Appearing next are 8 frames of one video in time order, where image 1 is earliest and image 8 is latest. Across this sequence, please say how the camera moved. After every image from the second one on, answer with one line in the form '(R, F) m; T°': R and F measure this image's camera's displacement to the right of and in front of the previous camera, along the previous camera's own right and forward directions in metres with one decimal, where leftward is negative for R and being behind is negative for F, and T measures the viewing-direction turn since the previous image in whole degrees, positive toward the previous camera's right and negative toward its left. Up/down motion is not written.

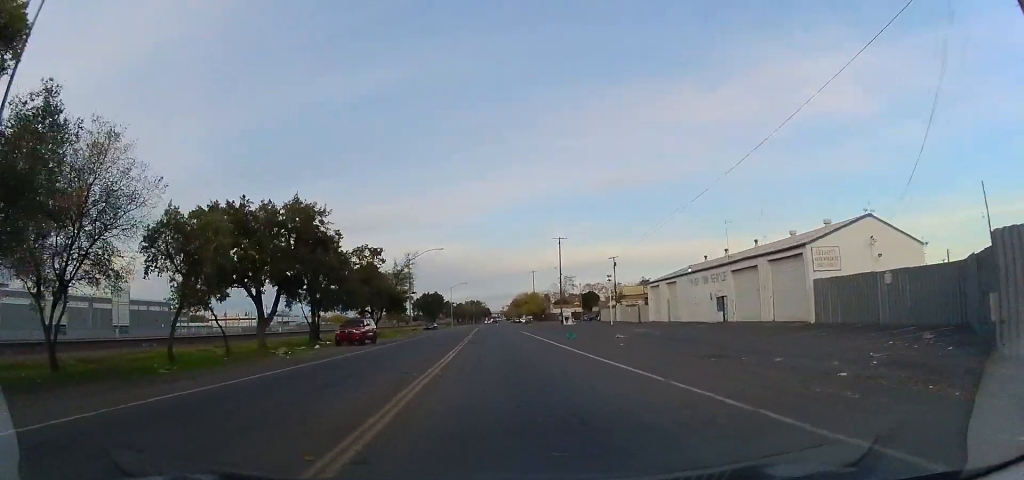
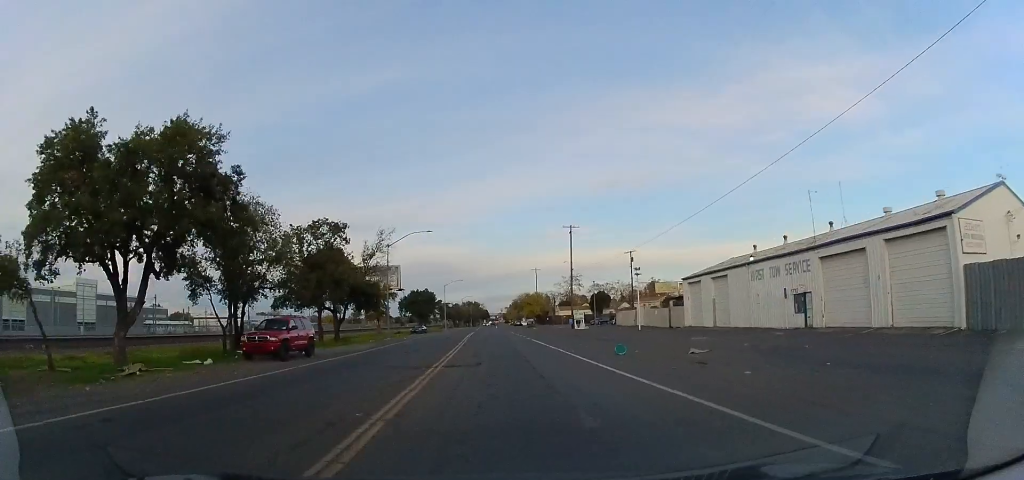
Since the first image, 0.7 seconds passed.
(-0.1, +13.2) m; +3°
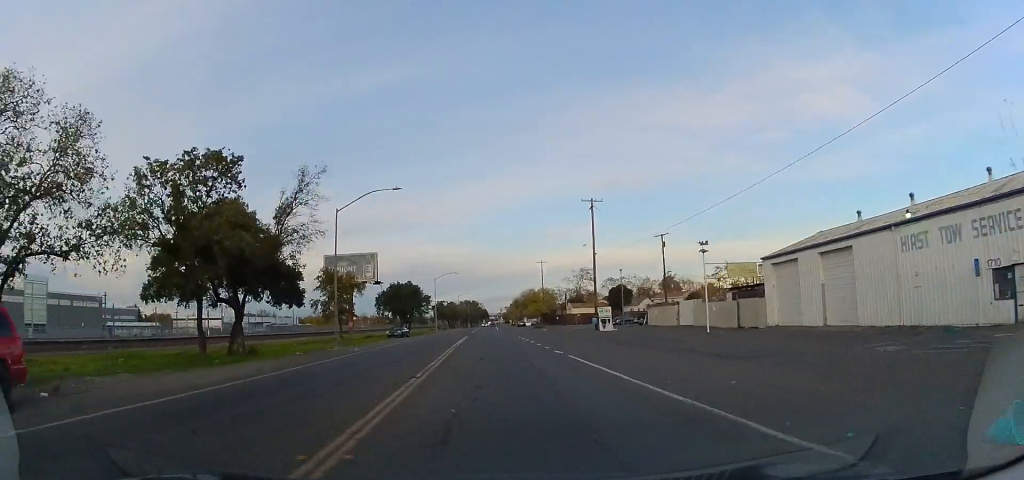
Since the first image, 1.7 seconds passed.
(+1.0, +17.5) m; +6°
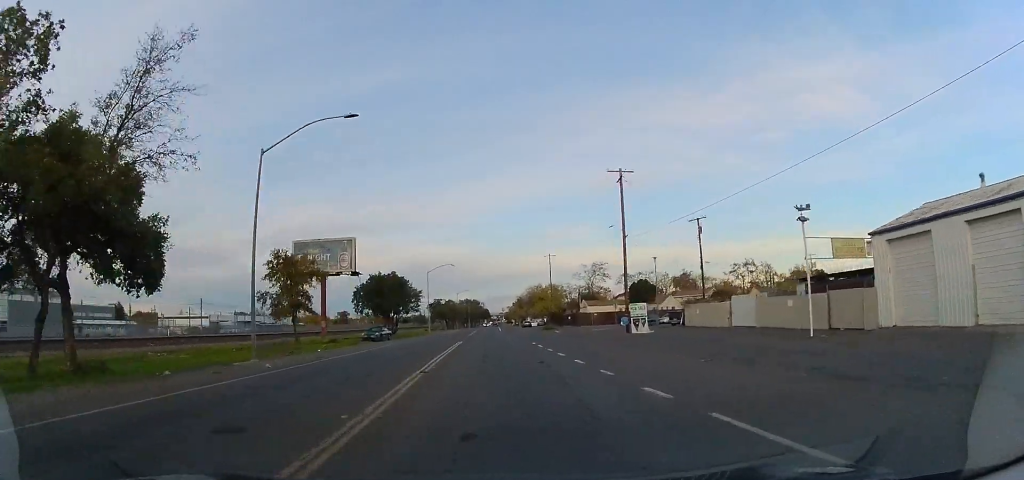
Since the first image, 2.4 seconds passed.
(+0.5, +12.6) m; -2°
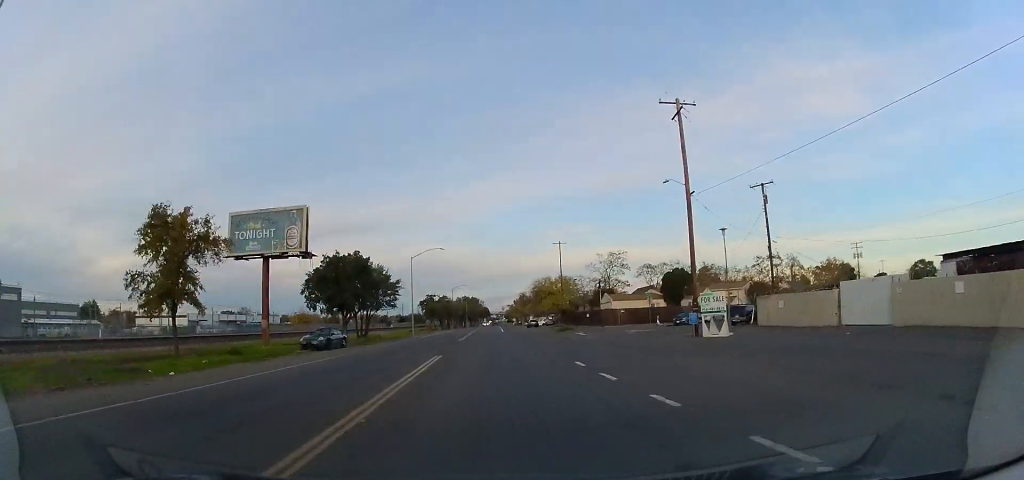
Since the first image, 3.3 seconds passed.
(-0.4, +15.2) m; -5°
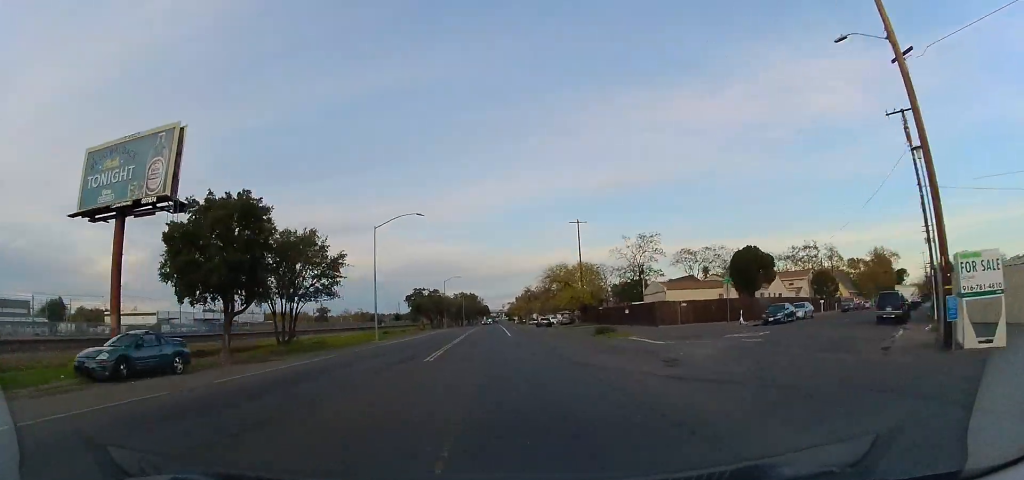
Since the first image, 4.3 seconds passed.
(-1.2, +18.6) m; -2°
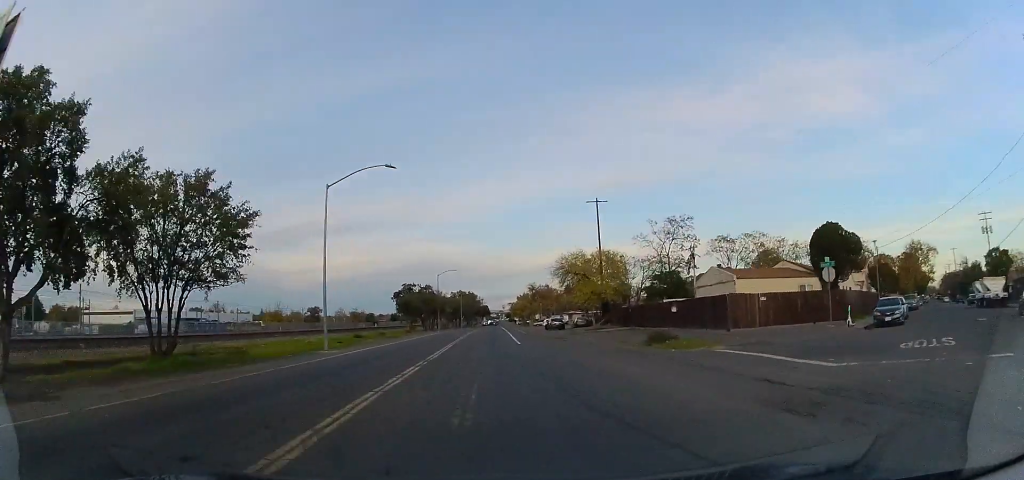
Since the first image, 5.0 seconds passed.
(+0.6, +12.3) m; +1°
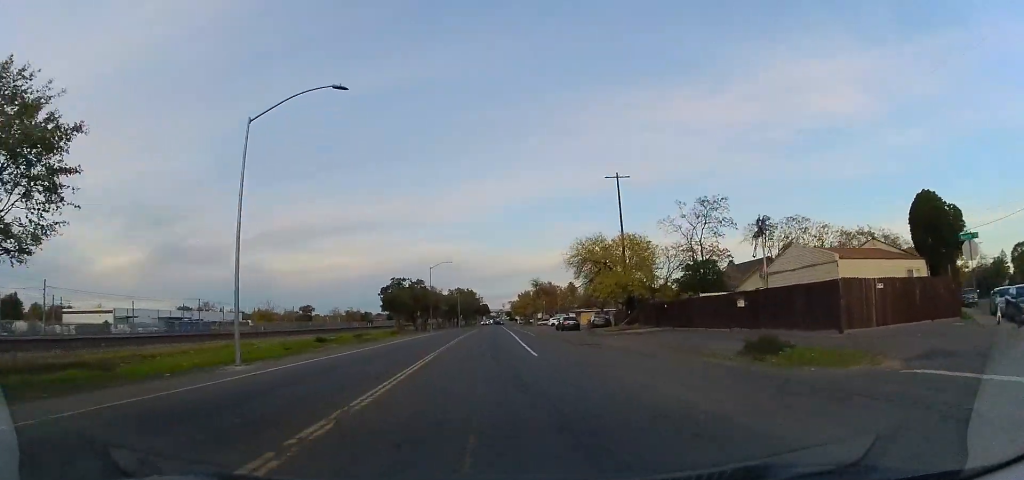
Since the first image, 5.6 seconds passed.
(-0.4, +10.1) m; 0°
